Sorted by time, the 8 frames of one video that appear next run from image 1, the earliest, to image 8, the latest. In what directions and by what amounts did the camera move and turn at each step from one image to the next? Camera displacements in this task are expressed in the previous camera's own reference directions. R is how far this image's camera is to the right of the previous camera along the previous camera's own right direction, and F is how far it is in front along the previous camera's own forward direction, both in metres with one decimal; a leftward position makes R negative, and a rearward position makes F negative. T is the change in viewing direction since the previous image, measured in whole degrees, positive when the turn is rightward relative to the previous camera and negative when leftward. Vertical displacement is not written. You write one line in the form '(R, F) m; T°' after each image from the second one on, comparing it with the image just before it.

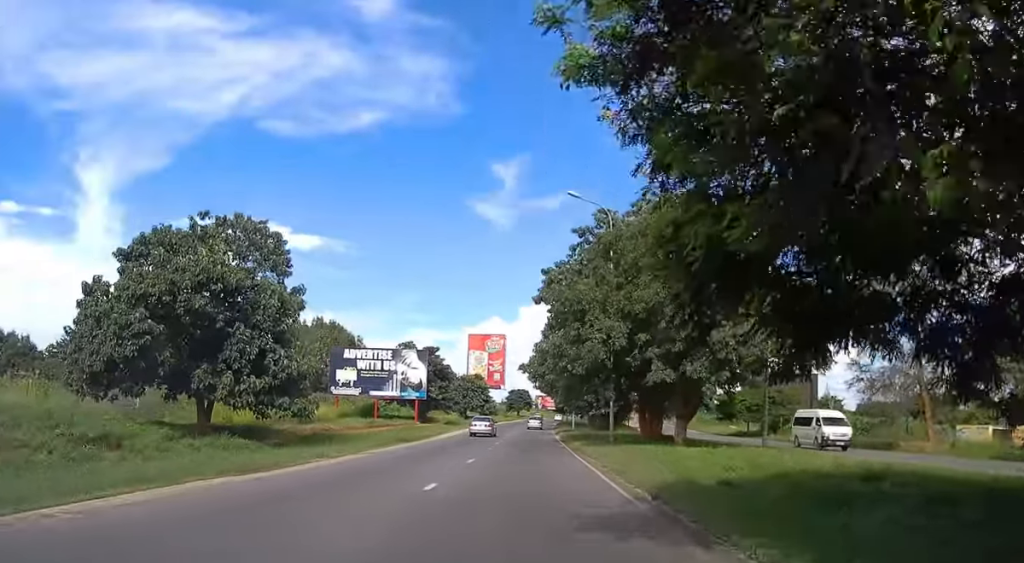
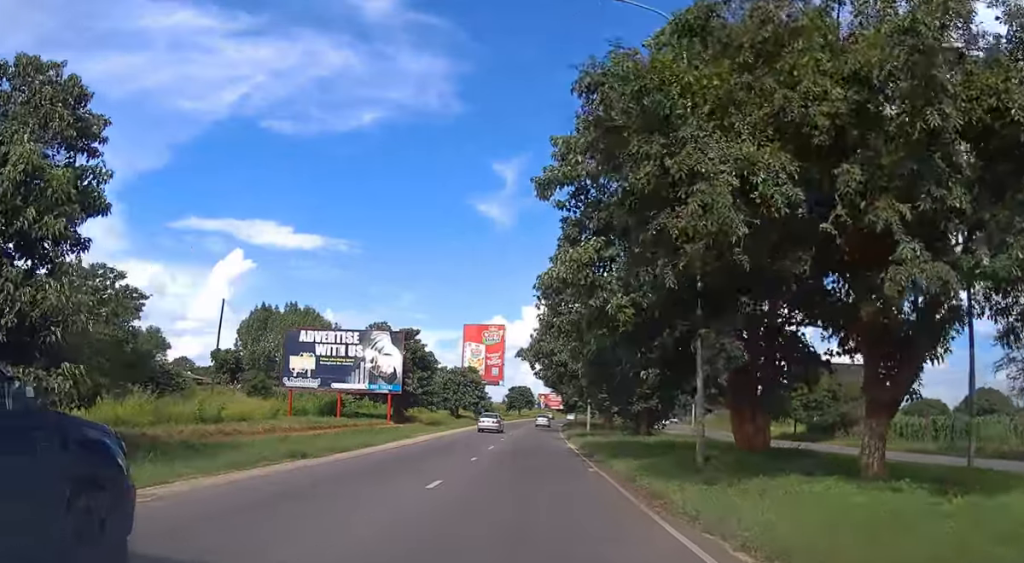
(+0.1, +17.4) m; 0°
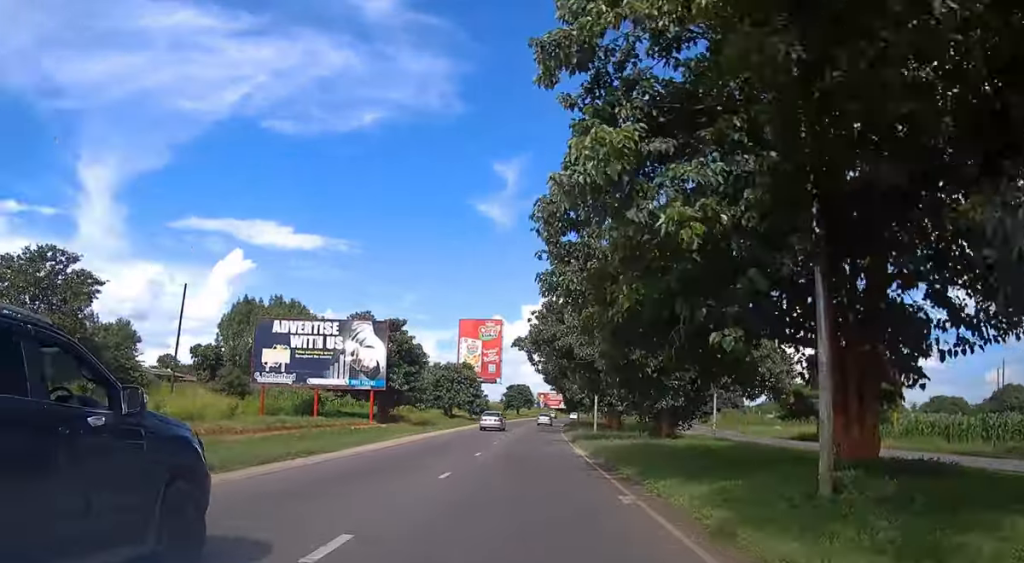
(+0.1, +6.9) m; 0°
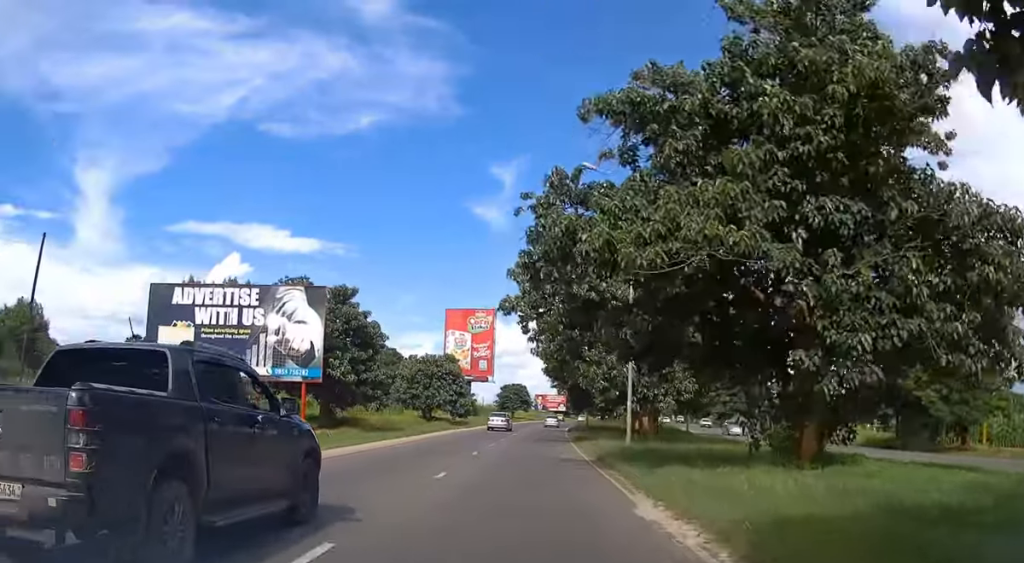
(-0.1, +17.8) m; 0°
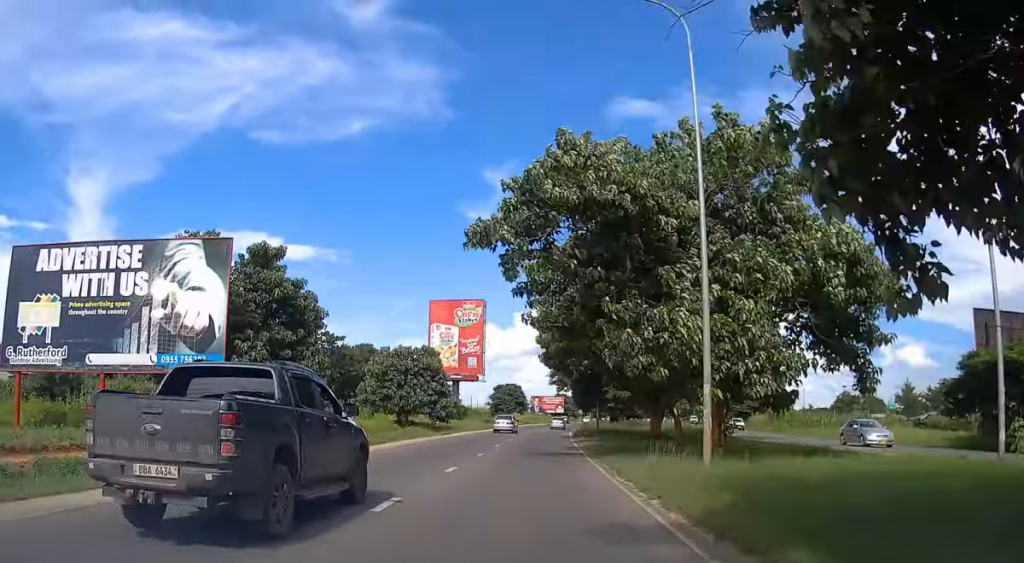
(+0.1, +13.8) m; 0°
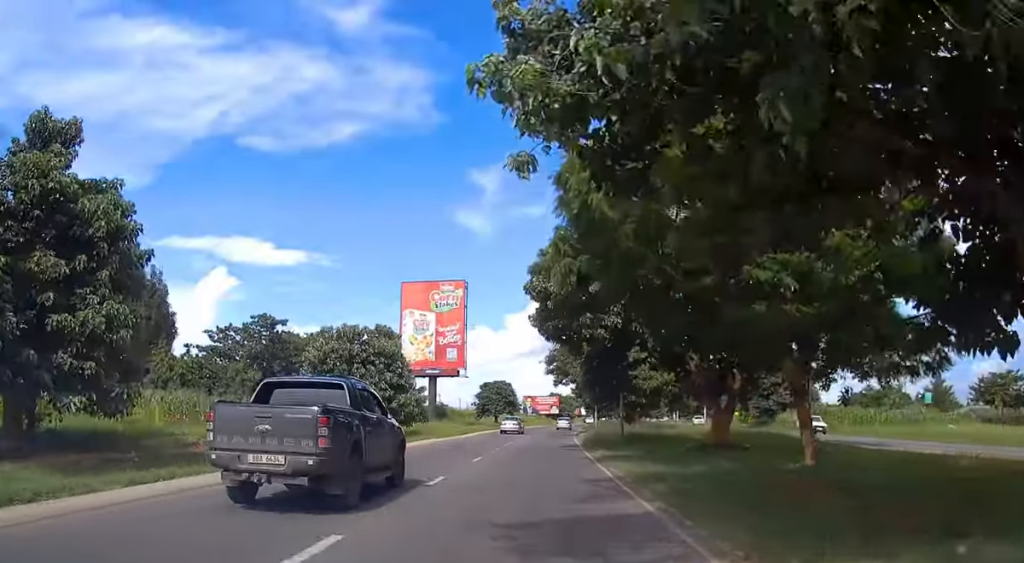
(+0.1, +17.8) m; 0°
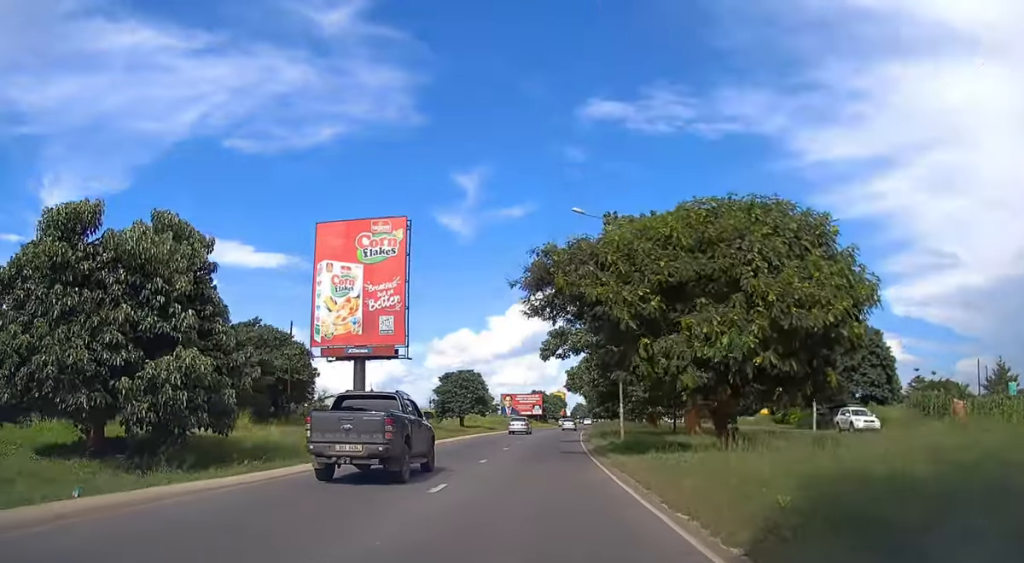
(+0.3, +31.6) m; +1°
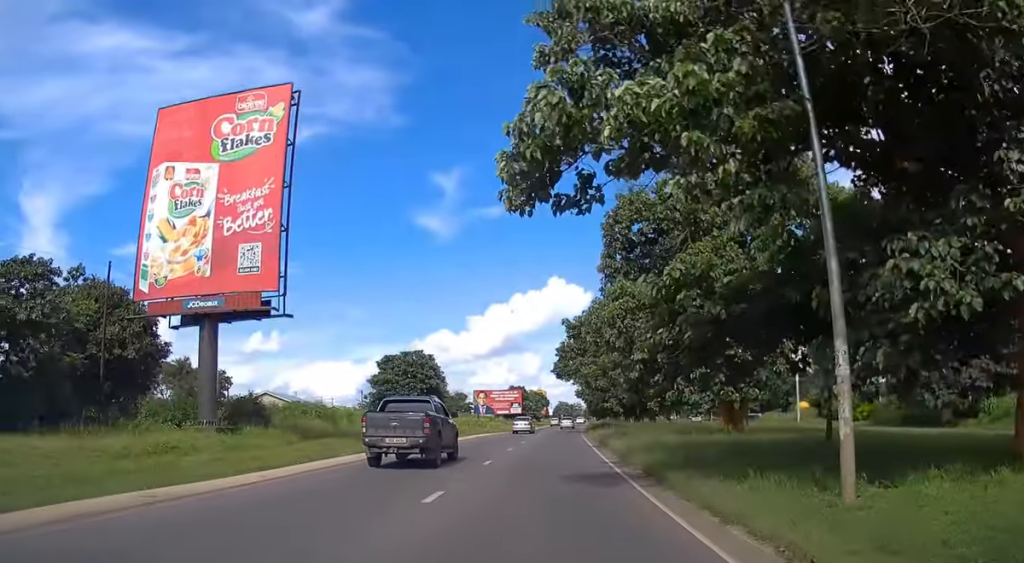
(+0.2, +28.3) m; +2°
